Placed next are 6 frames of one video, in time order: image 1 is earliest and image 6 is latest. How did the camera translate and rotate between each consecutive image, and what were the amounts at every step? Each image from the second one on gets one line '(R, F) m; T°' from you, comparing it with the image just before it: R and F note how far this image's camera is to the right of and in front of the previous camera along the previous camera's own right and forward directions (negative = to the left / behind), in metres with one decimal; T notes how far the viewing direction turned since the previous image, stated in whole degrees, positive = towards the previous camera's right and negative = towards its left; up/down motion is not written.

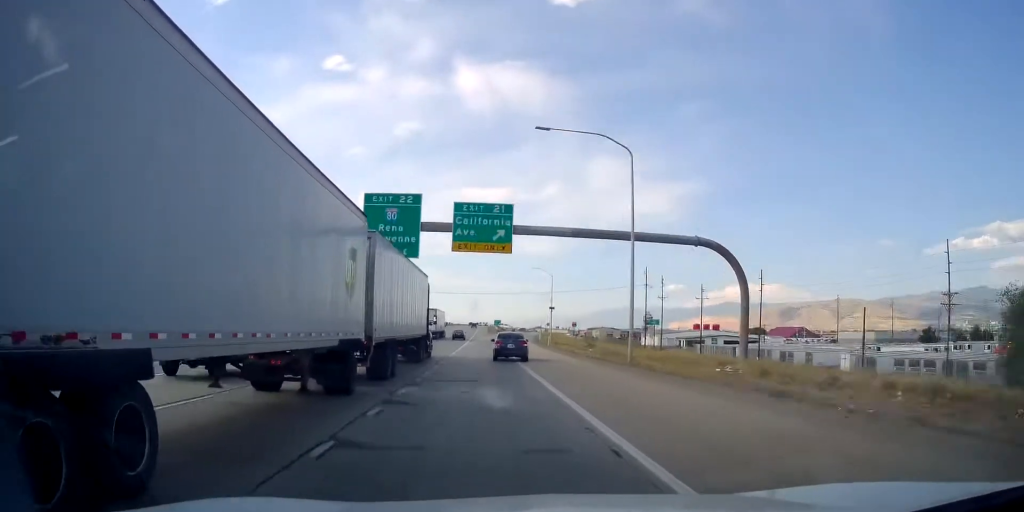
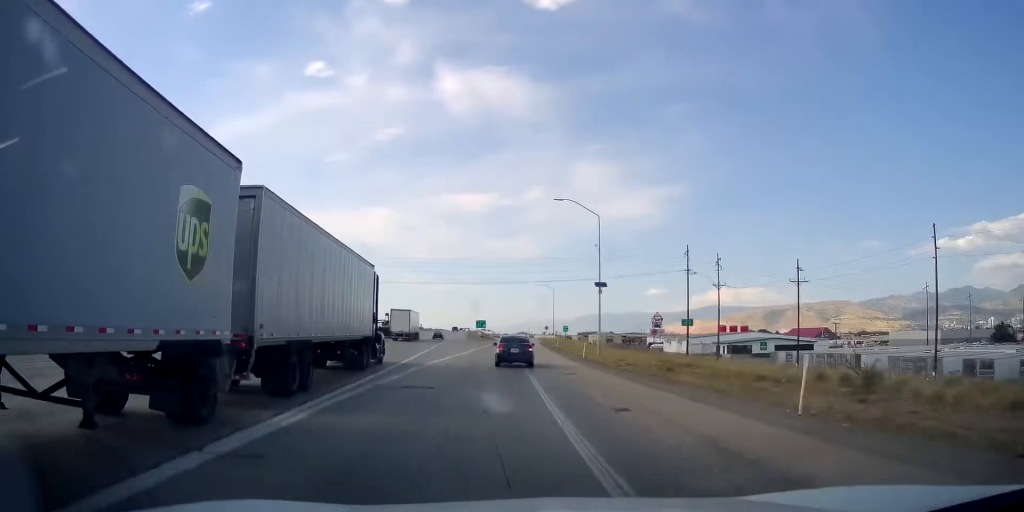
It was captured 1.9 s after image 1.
(-0.1, +57.0) m; 0°
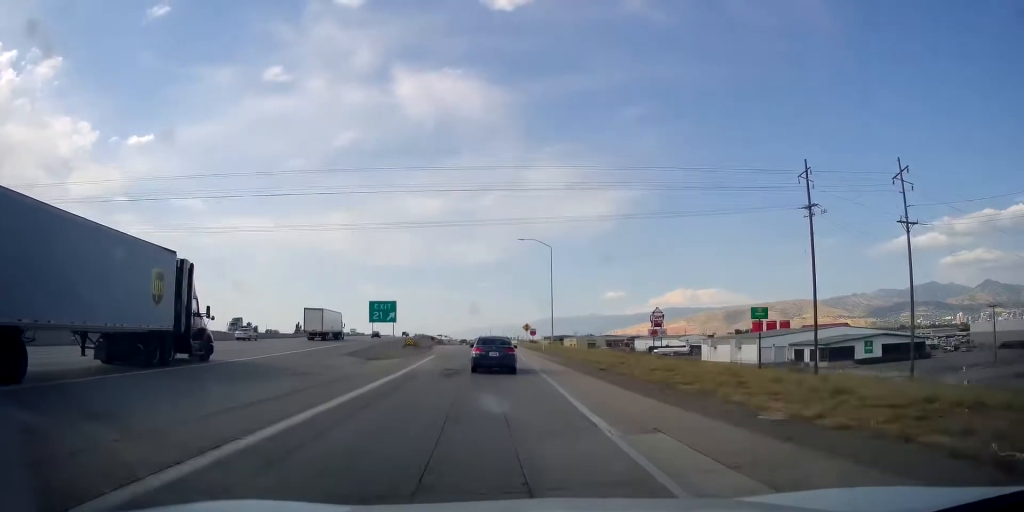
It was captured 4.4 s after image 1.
(+1.5, +74.5) m; +3°
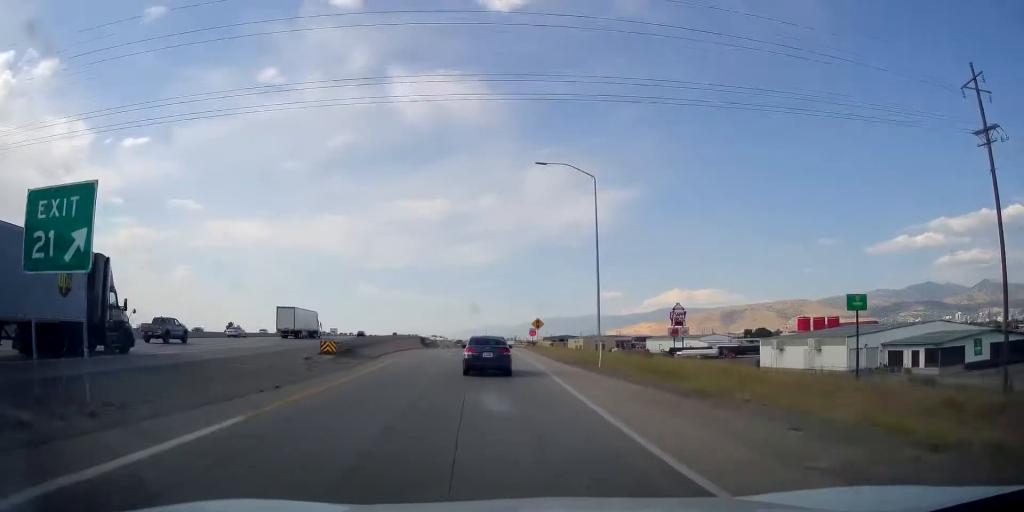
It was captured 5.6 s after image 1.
(+0.6, +34.0) m; +2°
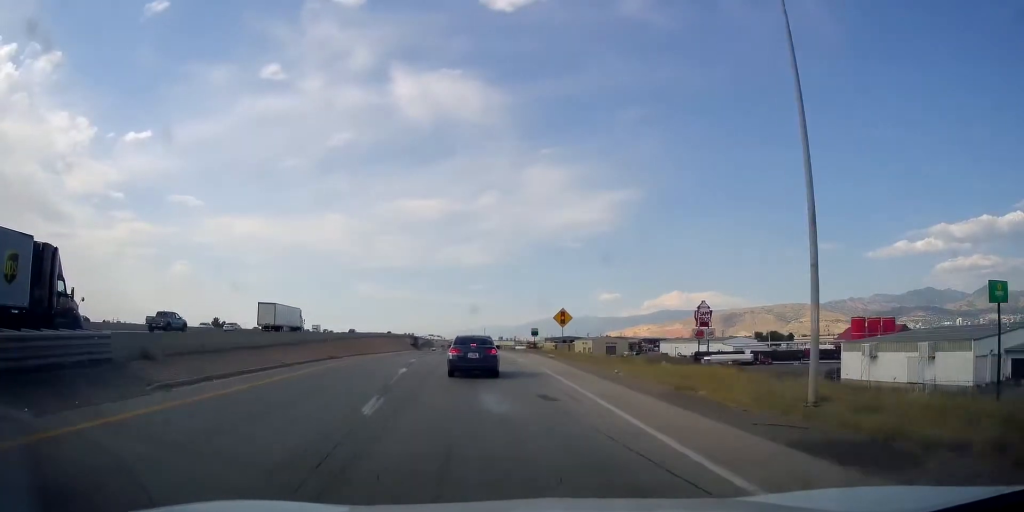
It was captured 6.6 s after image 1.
(+0.2, +28.3) m; +1°
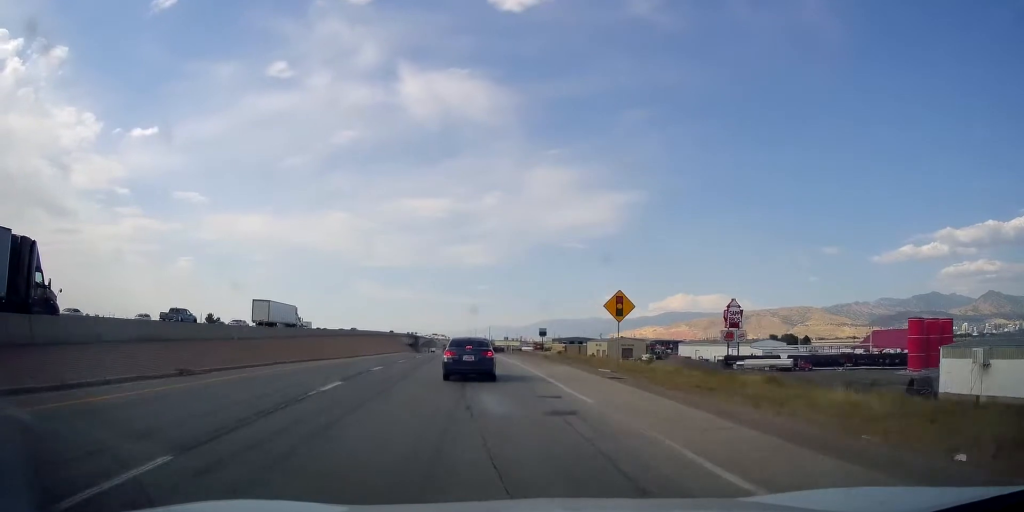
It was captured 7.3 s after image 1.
(+0.2, +21.1) m; +1°
